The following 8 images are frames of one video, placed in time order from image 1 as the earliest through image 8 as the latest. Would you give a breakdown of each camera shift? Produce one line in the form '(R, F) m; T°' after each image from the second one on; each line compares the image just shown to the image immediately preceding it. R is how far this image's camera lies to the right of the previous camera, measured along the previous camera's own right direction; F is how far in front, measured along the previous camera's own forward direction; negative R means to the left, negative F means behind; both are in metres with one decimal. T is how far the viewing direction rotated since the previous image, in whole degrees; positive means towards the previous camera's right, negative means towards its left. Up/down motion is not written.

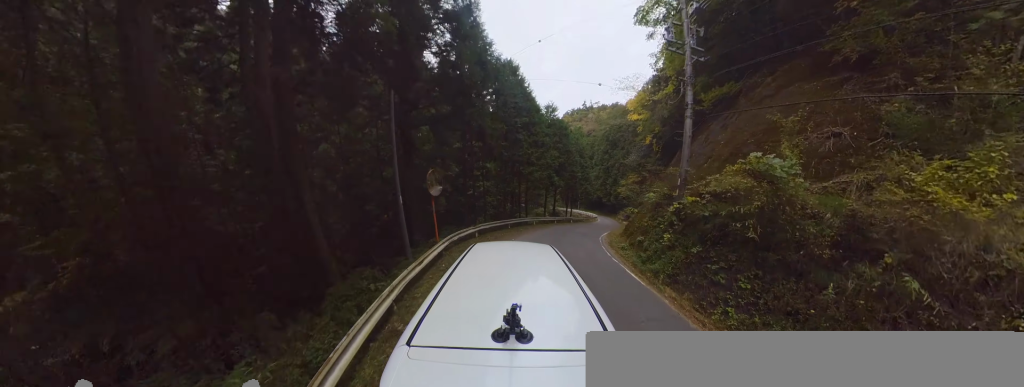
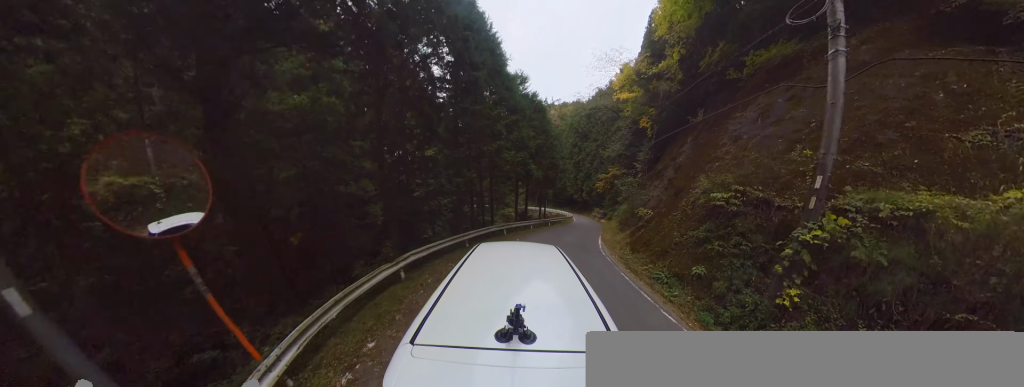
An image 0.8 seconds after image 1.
(+0.8, +5.7) m; +13°
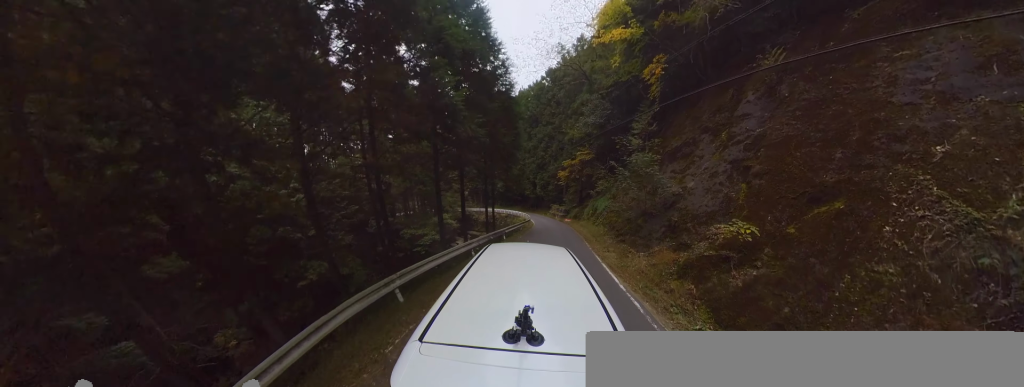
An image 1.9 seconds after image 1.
(+0.9, +8.3) m; +8°
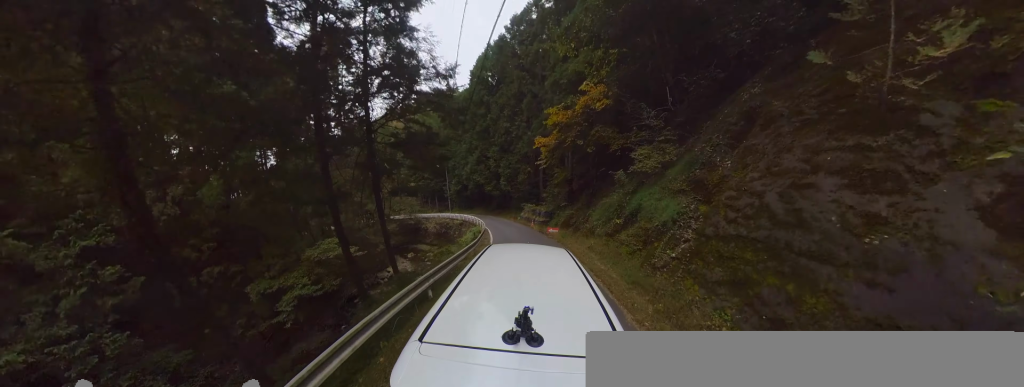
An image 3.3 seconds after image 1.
(+0.4, +10.1) m; -7°
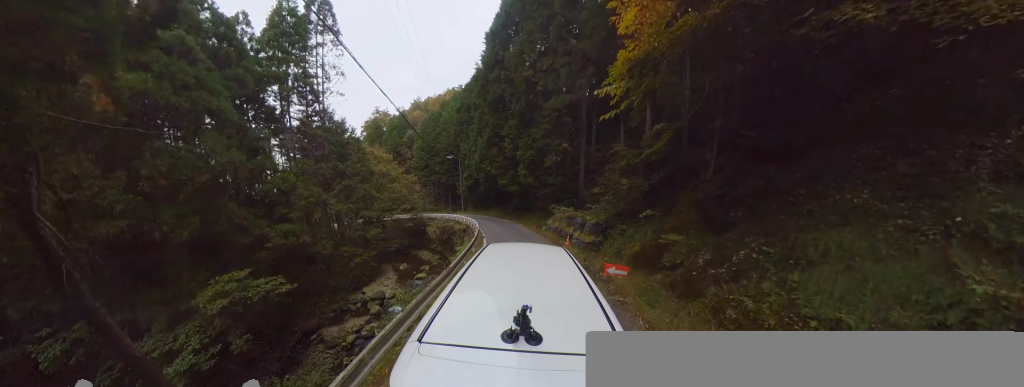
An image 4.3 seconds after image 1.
(-1.1, +7.0) m; -11°
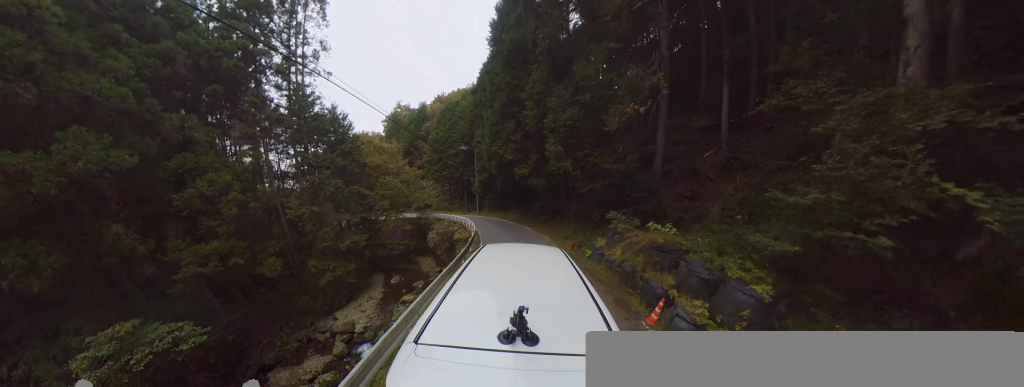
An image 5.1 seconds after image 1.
(-0.2, +5.8) m; -13°
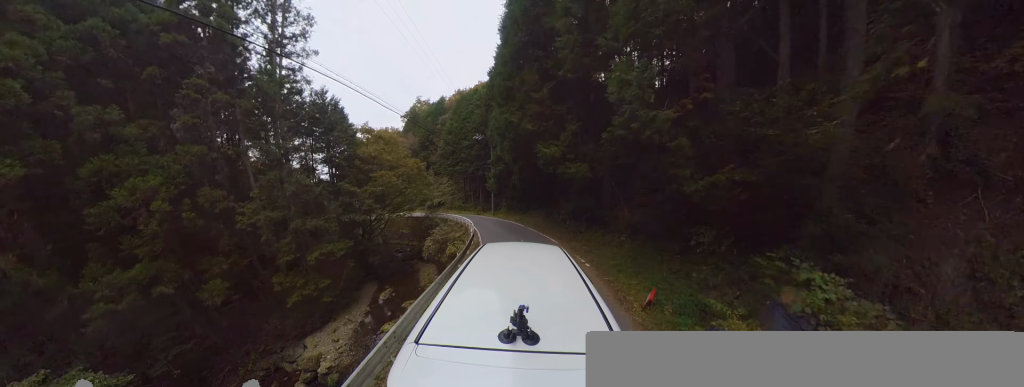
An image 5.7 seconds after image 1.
(+0.1, +4.2) m; -11°
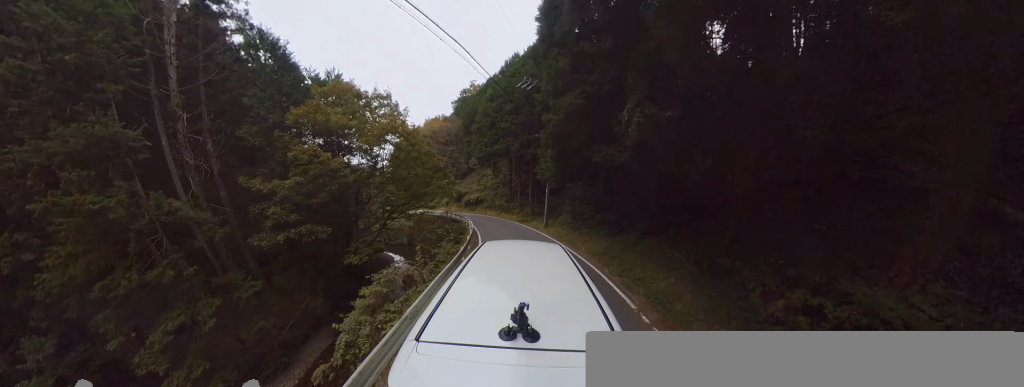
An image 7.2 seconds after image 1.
(-3.4, +11.5) m; -17°
